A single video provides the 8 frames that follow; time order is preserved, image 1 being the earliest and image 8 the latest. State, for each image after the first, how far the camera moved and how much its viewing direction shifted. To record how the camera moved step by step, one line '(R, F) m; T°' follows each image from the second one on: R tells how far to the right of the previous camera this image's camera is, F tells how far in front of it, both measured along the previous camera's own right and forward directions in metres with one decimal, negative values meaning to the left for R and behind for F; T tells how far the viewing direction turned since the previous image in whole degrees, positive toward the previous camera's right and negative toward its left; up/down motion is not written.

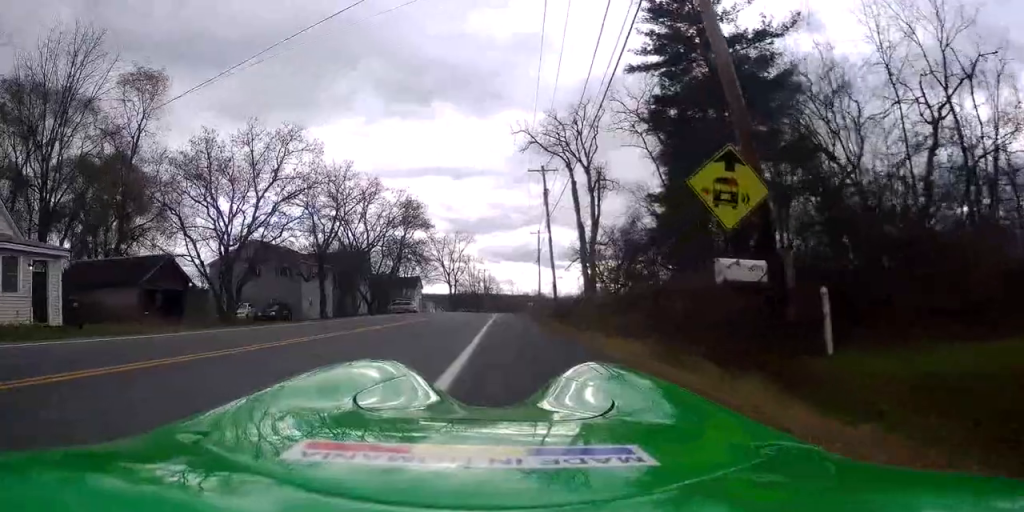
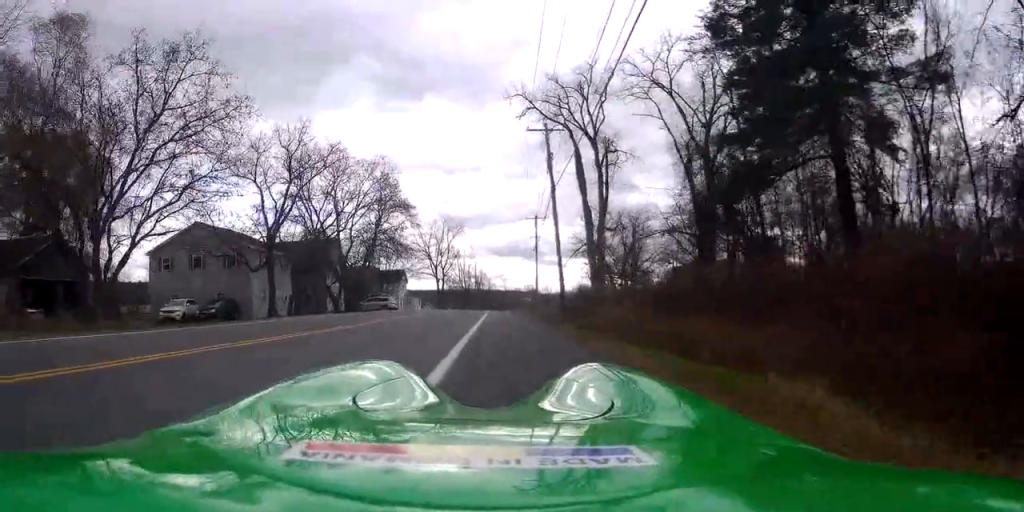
(0.0, +9.8) m; 0°
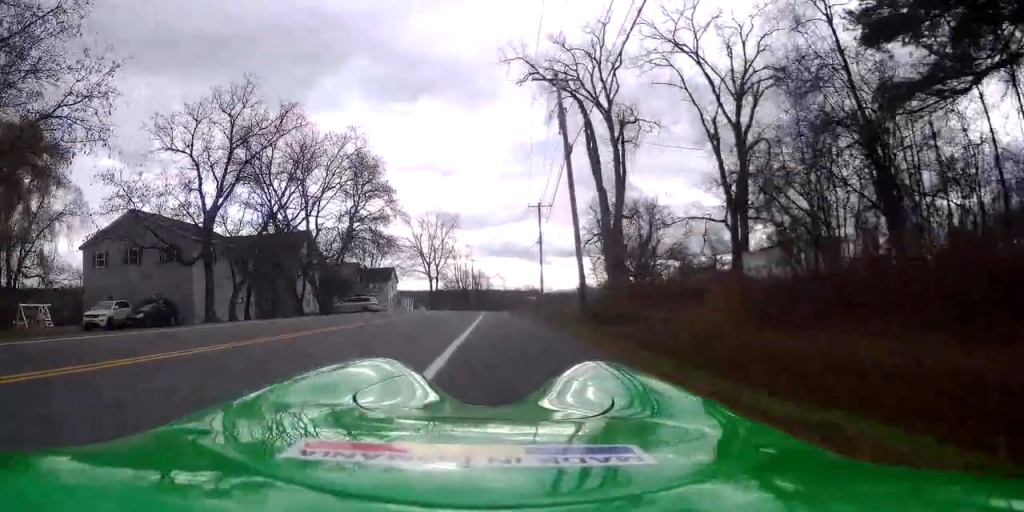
(0.0, +9.1) m; -1°
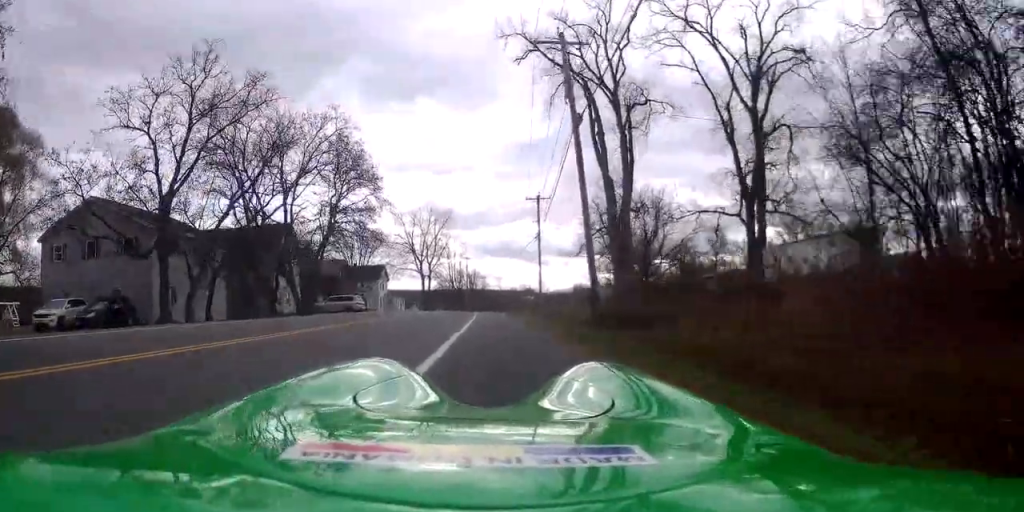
(+0.1, +4.1) m; -1°
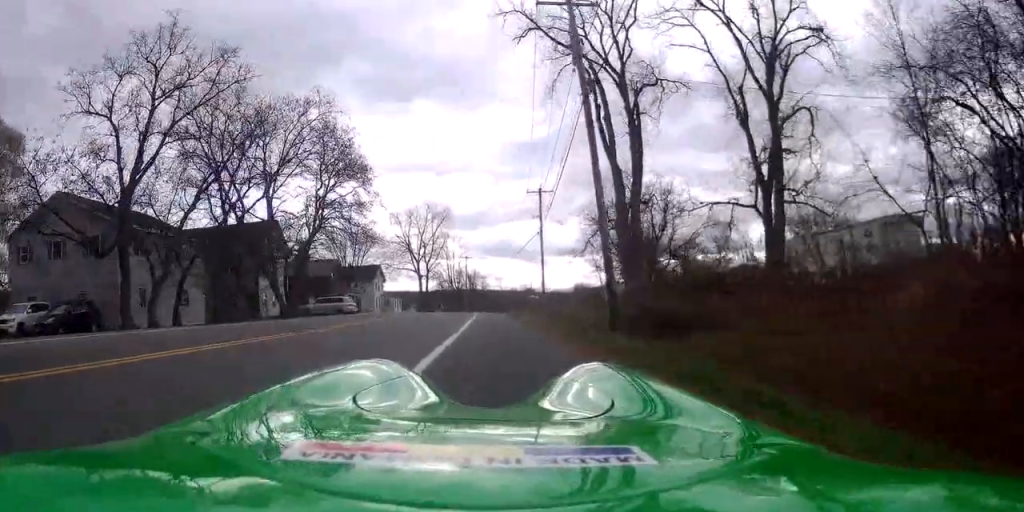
(-0.2, +3.5) m; 0°
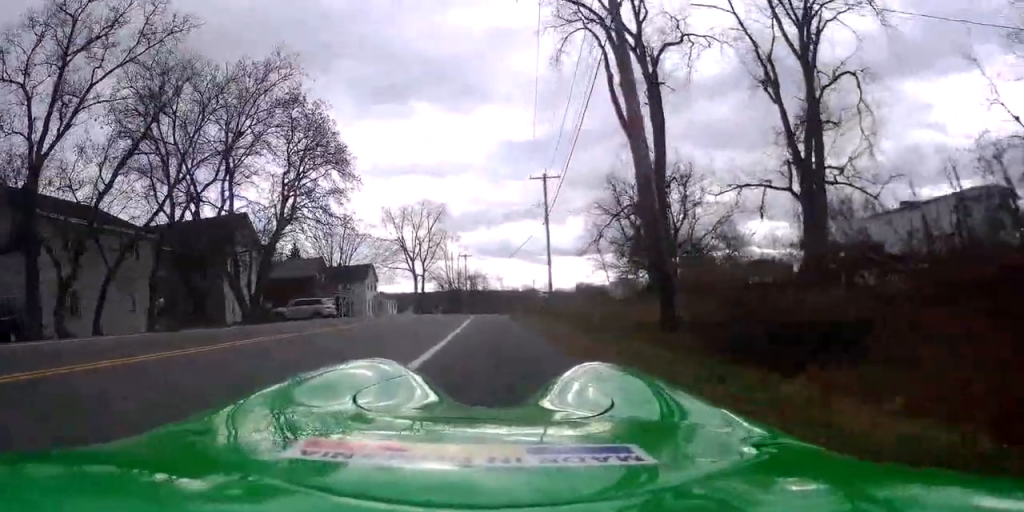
(-0.1, +6.0) m; +1°
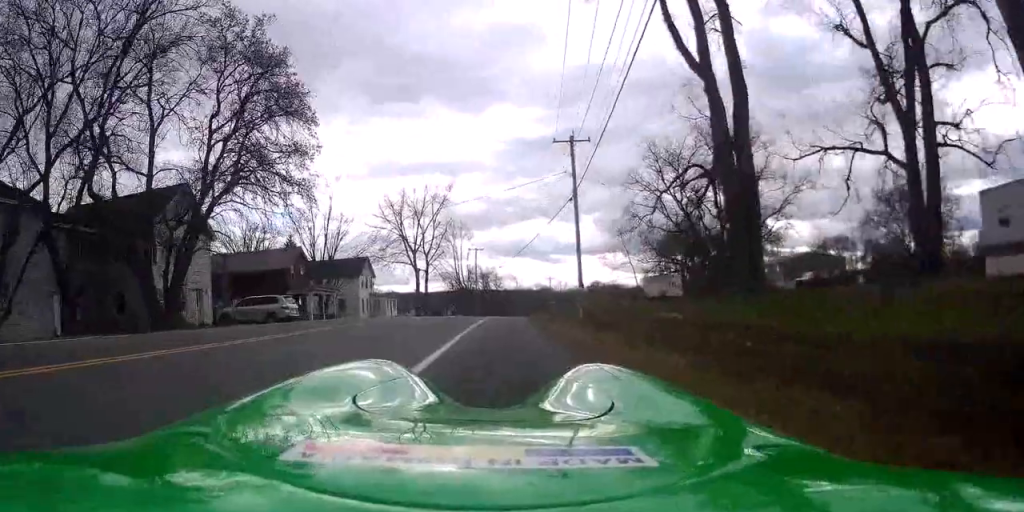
(+0.6, +10.1) m; +2°
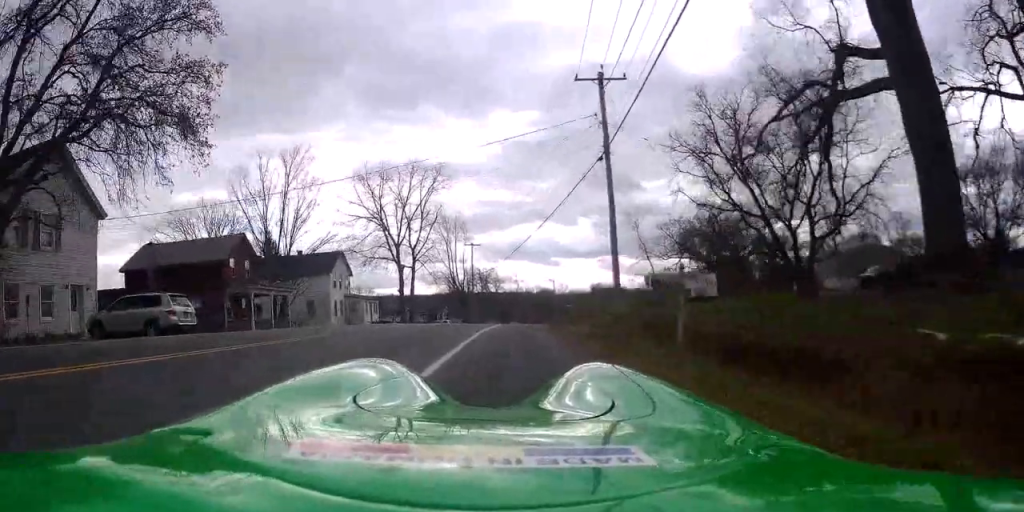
(-0.7, +10.8) m; -6°
